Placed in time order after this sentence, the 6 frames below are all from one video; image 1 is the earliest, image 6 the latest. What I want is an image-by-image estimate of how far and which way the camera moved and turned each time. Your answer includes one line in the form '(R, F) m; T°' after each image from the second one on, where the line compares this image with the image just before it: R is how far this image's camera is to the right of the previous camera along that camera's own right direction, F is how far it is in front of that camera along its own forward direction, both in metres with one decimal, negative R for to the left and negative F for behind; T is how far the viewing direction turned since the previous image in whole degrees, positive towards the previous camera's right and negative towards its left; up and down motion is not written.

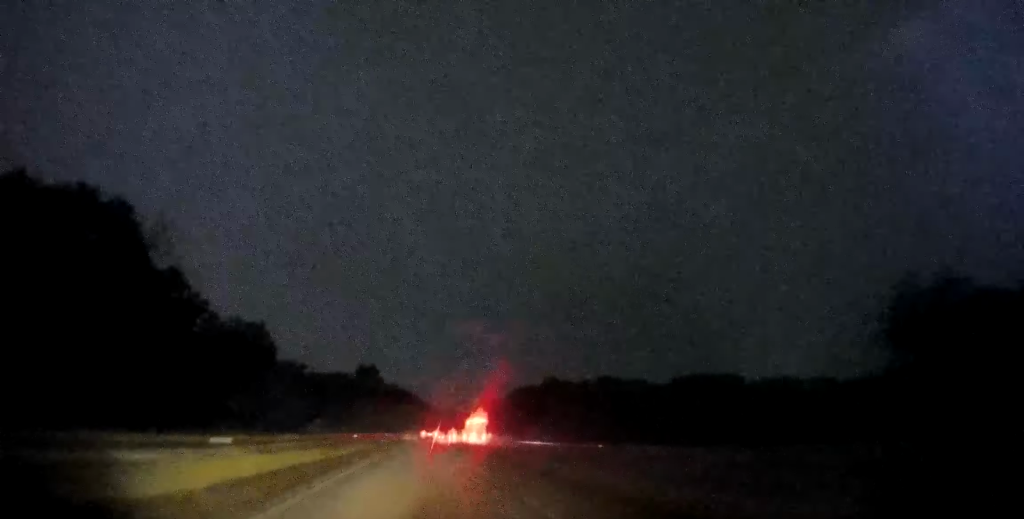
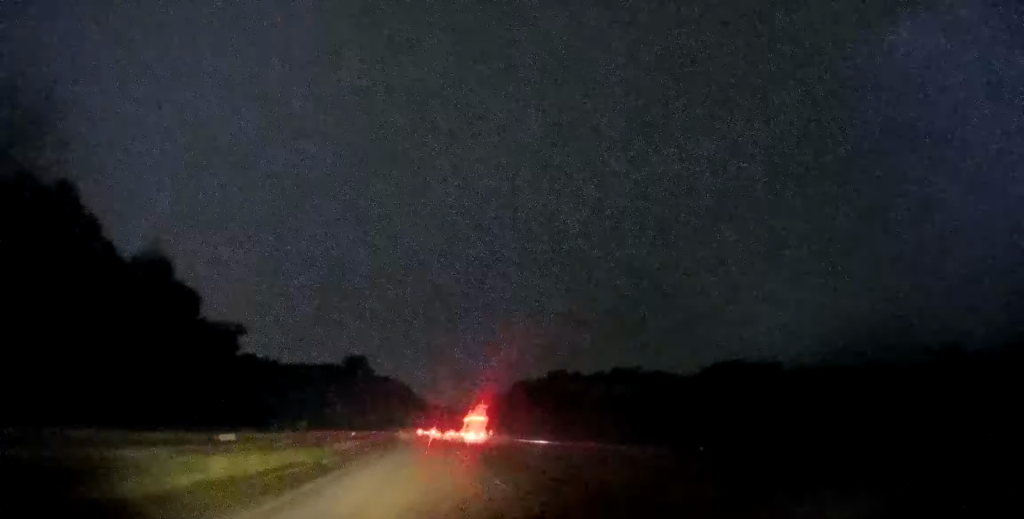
(0.0, +18.3) m; 0°
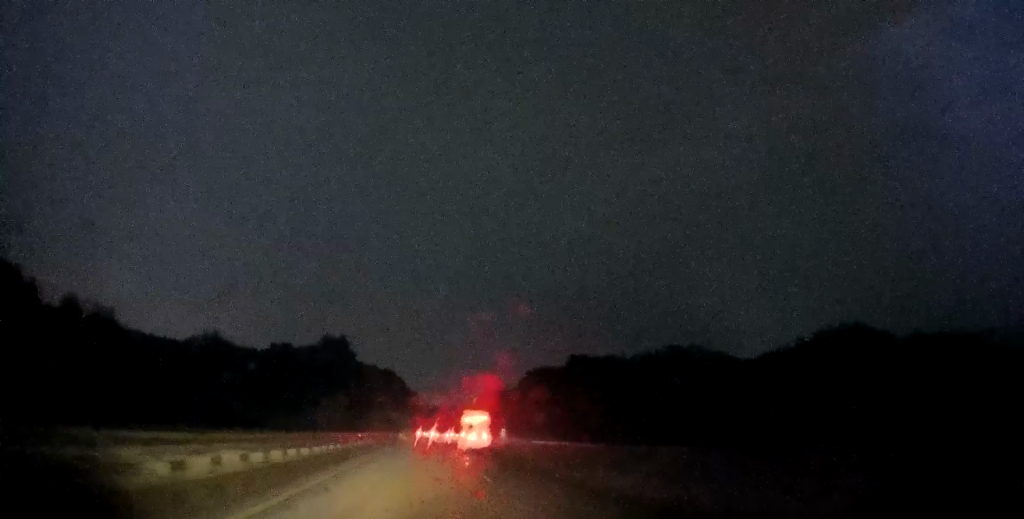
(+0.2, +34.4) m; +2°
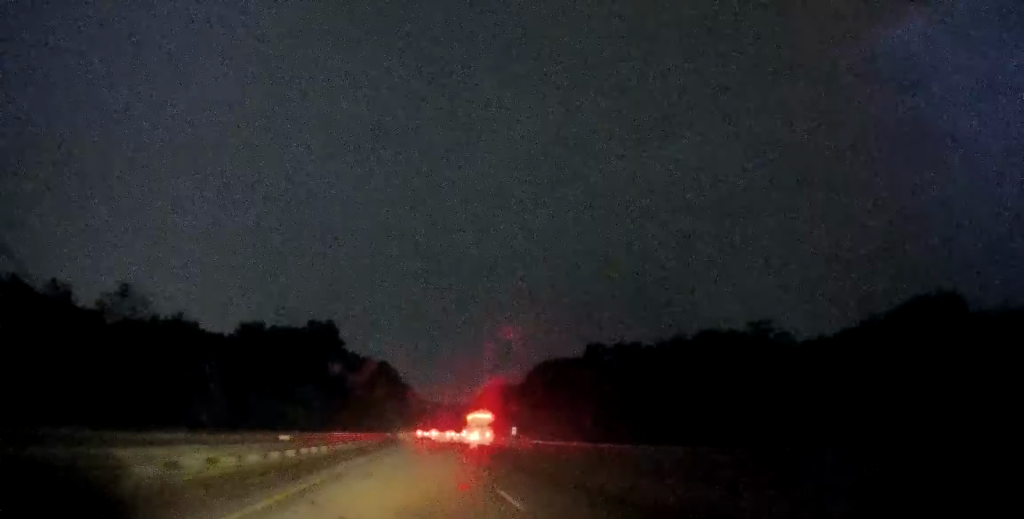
(+0.3, +17.1) m; +1°
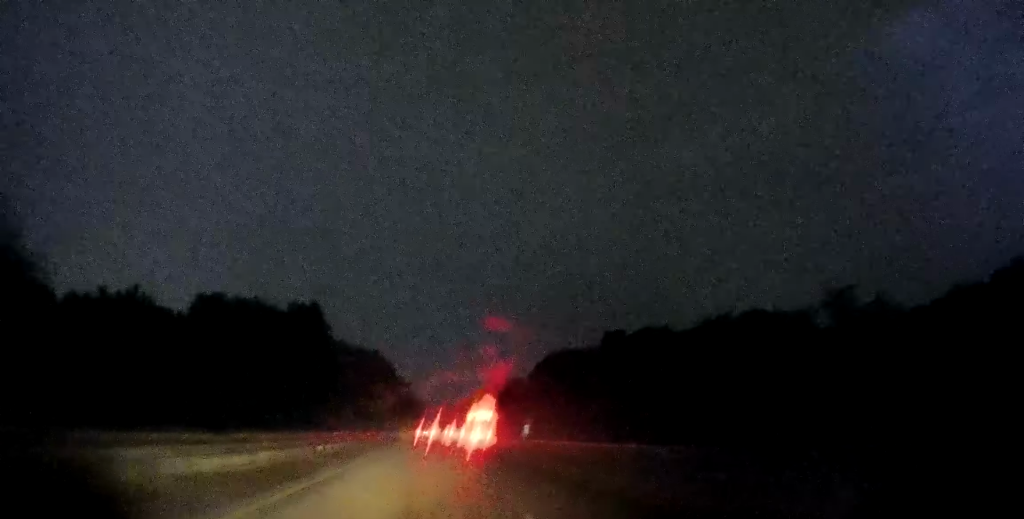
(+0.1, +16.0) m; +1°
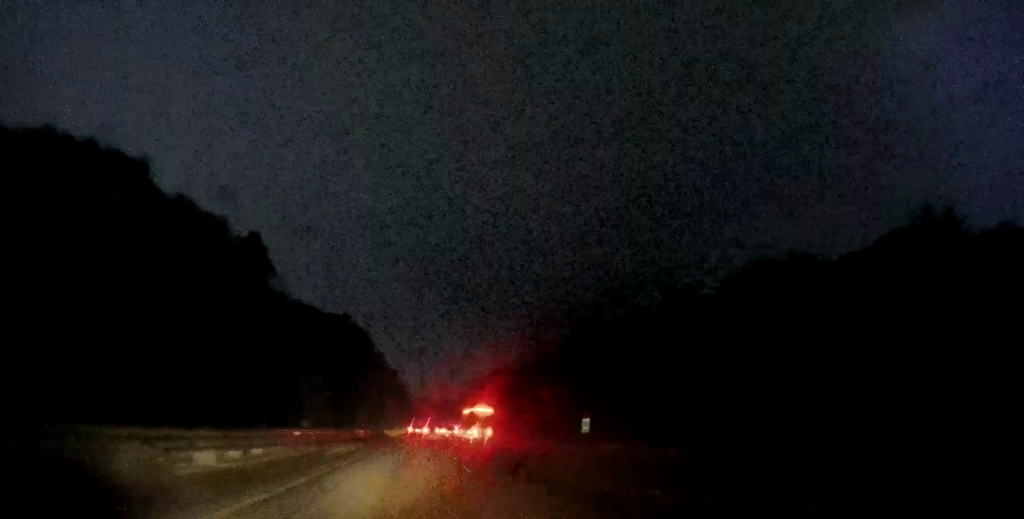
(+0.5, +37.2) m; +1°
